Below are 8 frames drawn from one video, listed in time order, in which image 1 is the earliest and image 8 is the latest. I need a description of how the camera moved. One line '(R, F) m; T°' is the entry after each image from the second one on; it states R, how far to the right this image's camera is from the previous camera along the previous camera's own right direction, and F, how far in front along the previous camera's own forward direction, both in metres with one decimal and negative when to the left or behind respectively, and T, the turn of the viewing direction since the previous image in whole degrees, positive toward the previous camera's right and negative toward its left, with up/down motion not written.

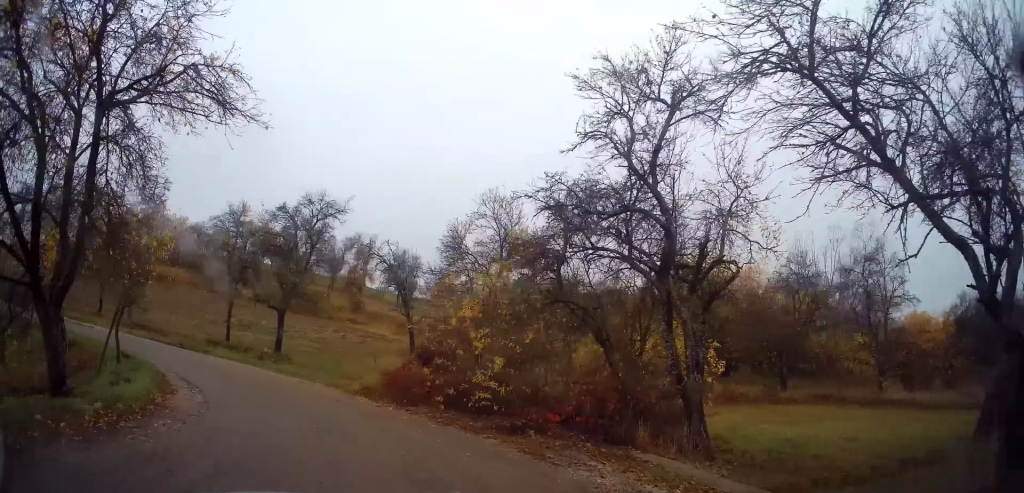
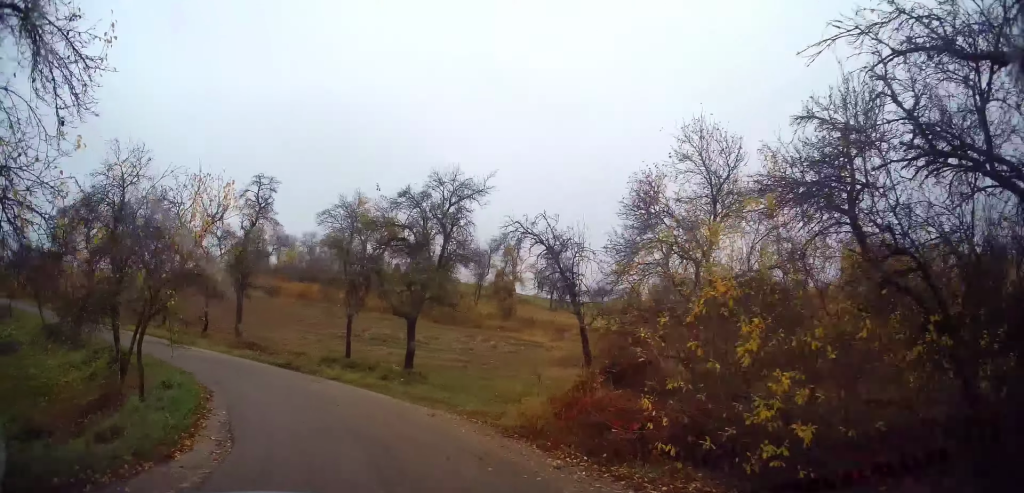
(-0.6, +5.3) m; -17°
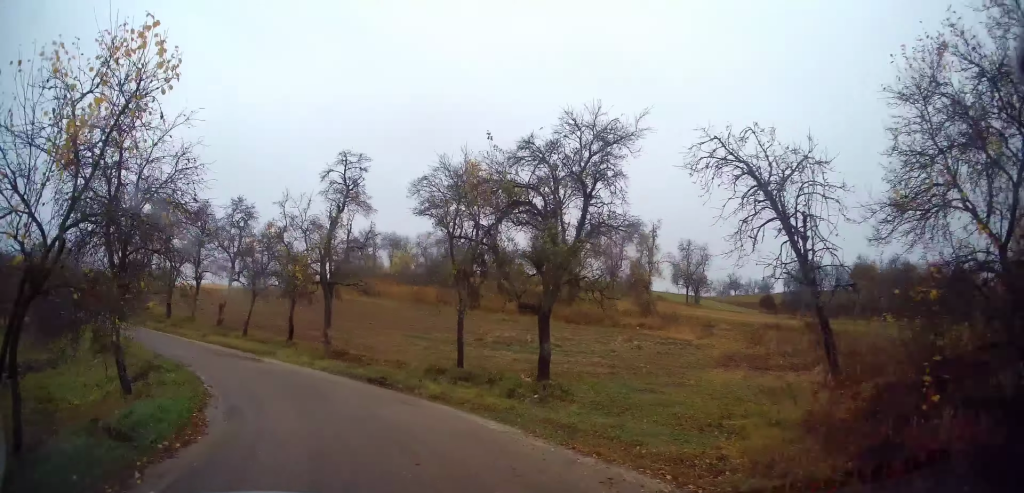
(-0.6, +4.9) m; -12°
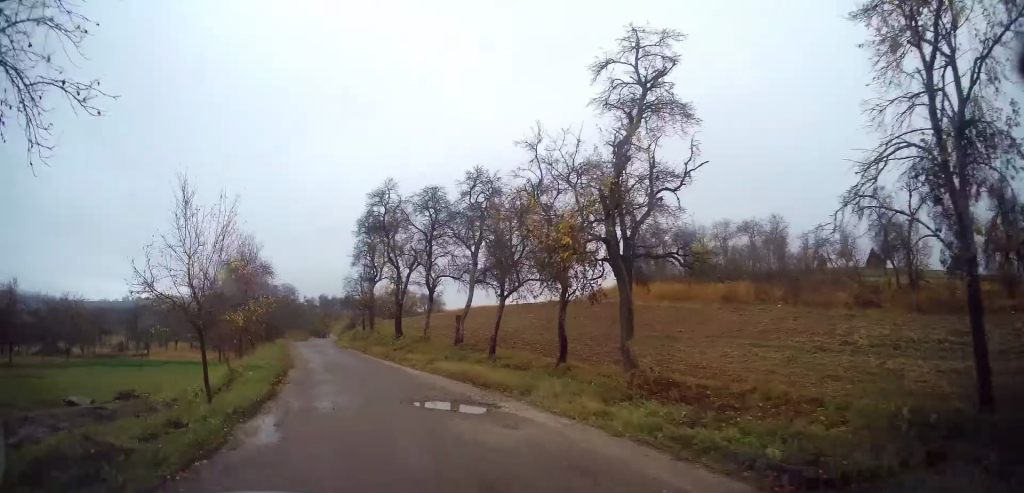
(-2.1, +9.1) m; -27°
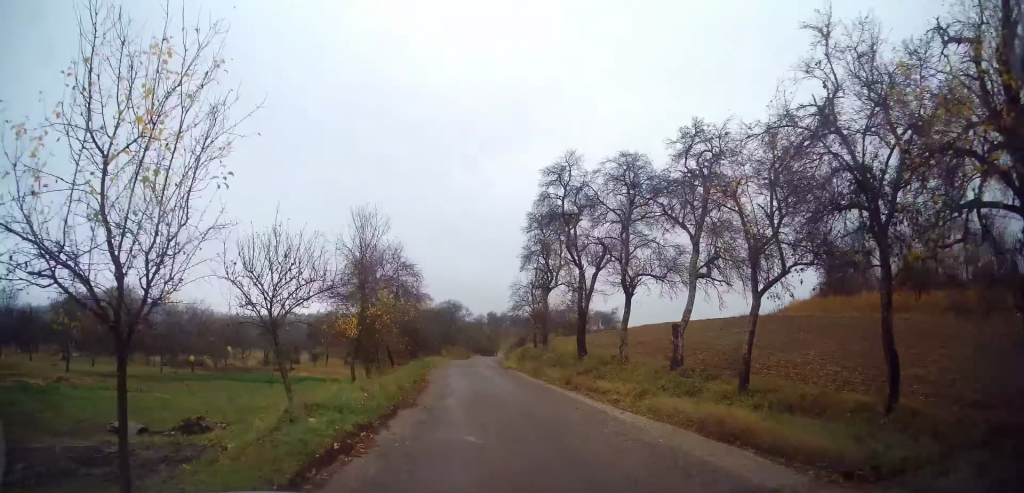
(-1.1, +6.9) m; -12°
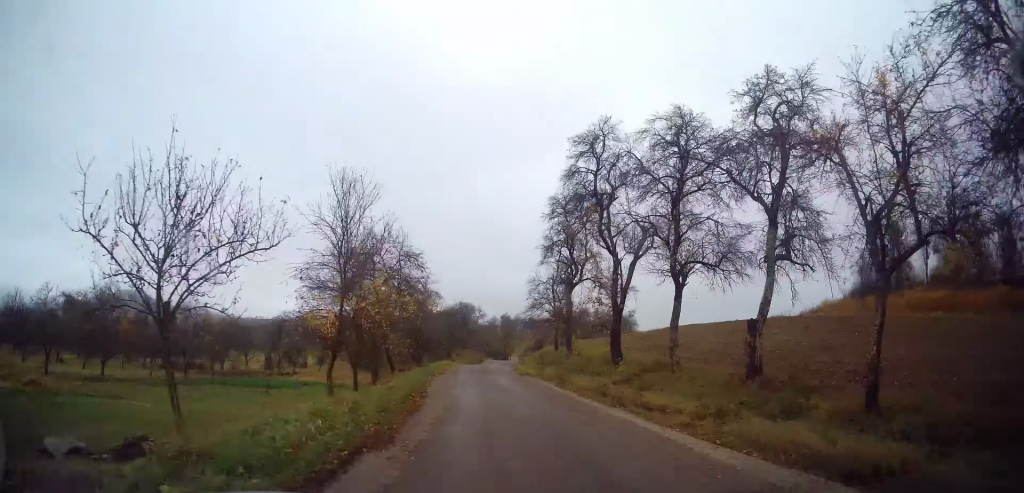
(-0.2, +3.8) m; -2°
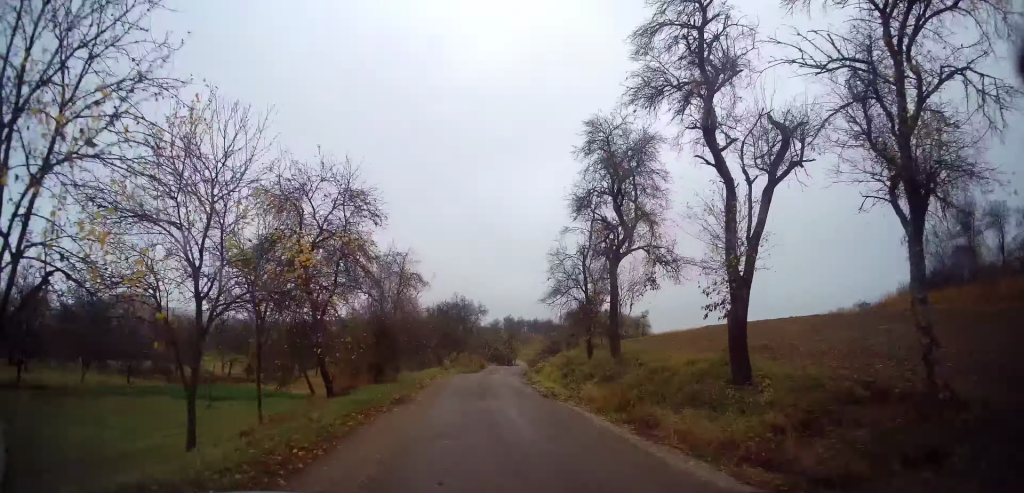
(-0.3, +9.5) m; -4°
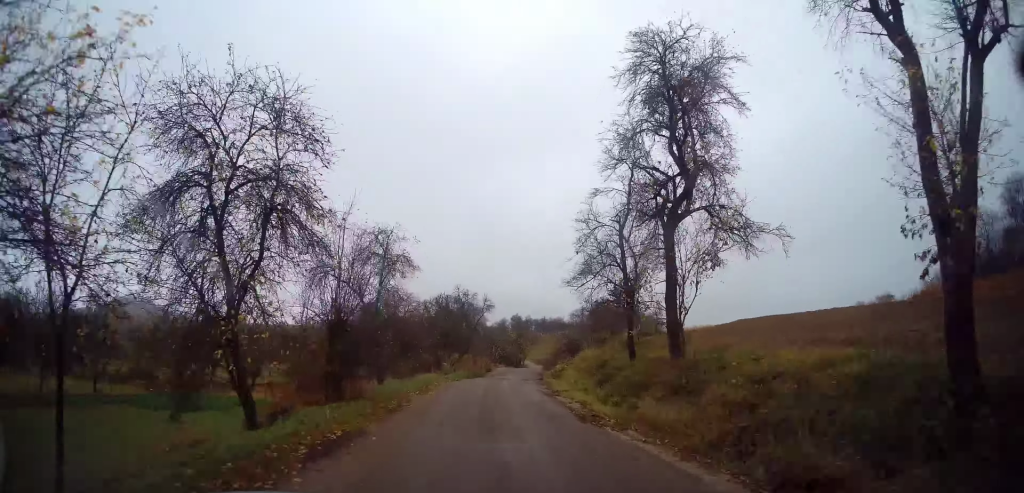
(-0.1, +4.9) m; -2°
